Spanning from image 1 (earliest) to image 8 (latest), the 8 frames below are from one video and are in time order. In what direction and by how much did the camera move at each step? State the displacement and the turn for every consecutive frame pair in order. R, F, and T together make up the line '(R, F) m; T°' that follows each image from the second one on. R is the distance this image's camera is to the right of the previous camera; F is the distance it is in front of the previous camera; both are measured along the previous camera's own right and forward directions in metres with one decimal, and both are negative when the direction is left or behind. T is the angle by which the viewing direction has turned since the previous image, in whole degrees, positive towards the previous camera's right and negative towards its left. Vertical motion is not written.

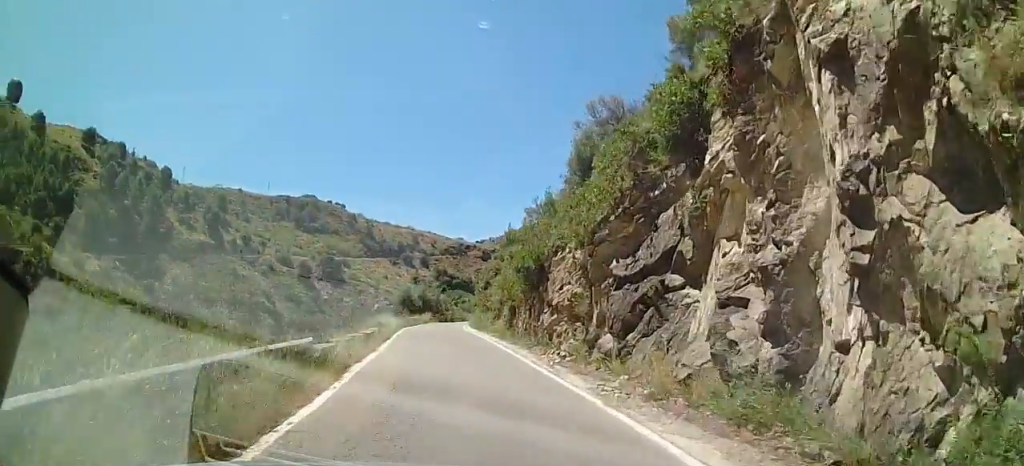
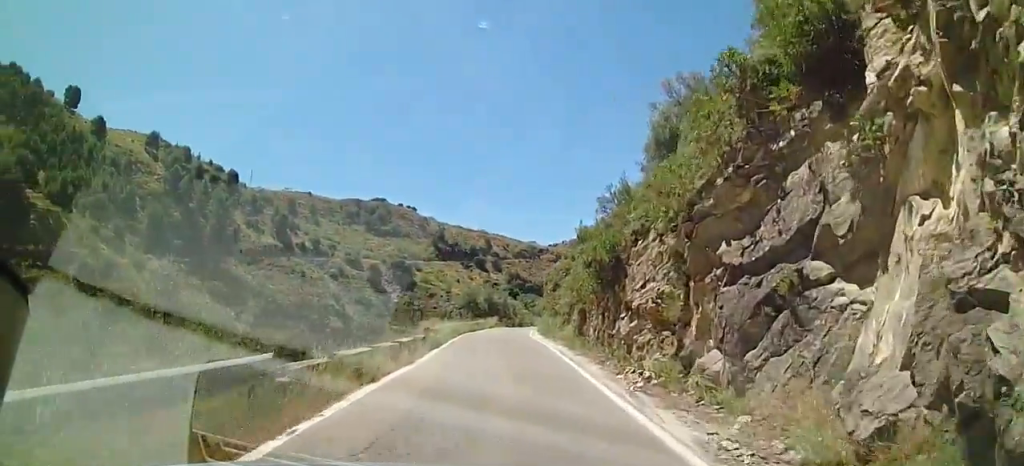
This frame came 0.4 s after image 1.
(+0.1, +3.4) m; -2°
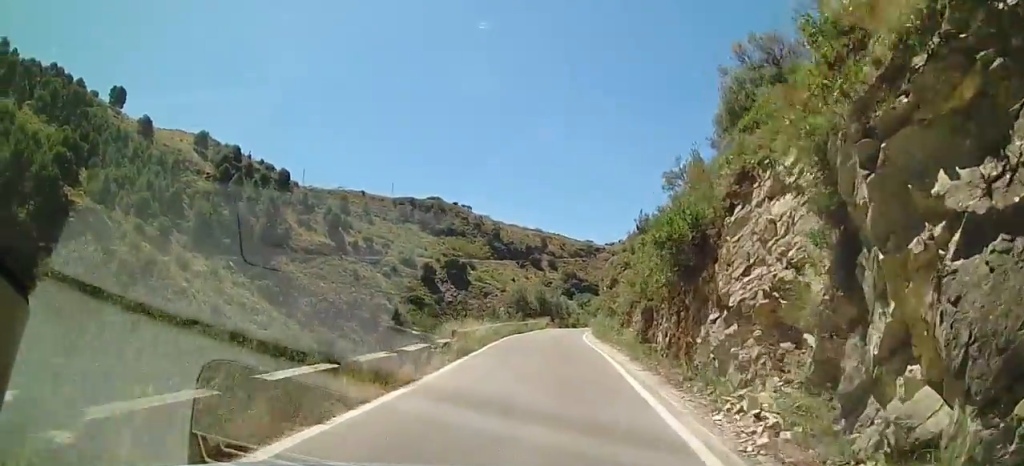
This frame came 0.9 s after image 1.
(0.0, +4.0) m; -3°
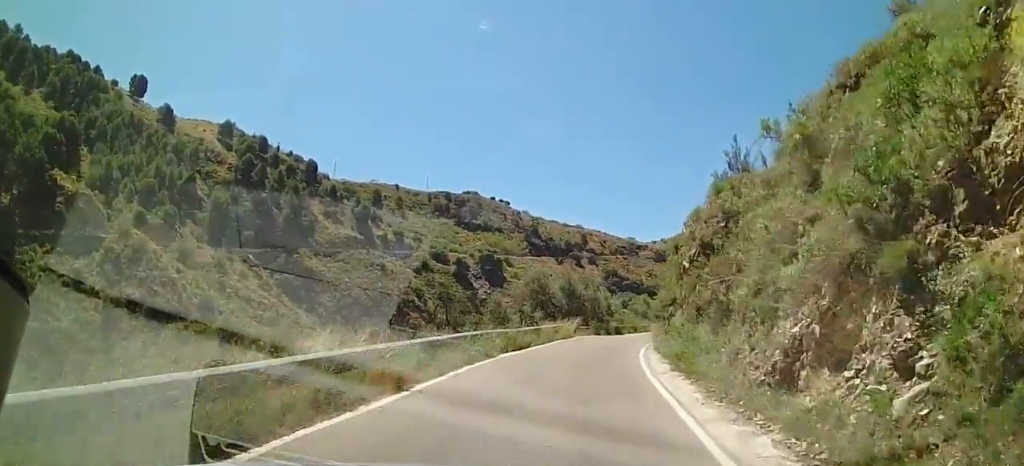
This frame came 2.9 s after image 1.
(-2.6, +16.1) m; -13°
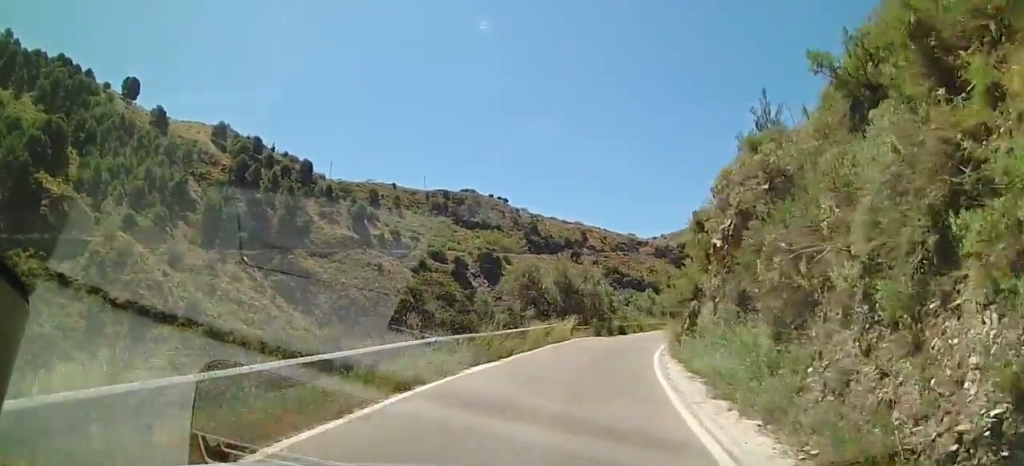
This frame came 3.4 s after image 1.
(0.0, +4.5) m; -1°
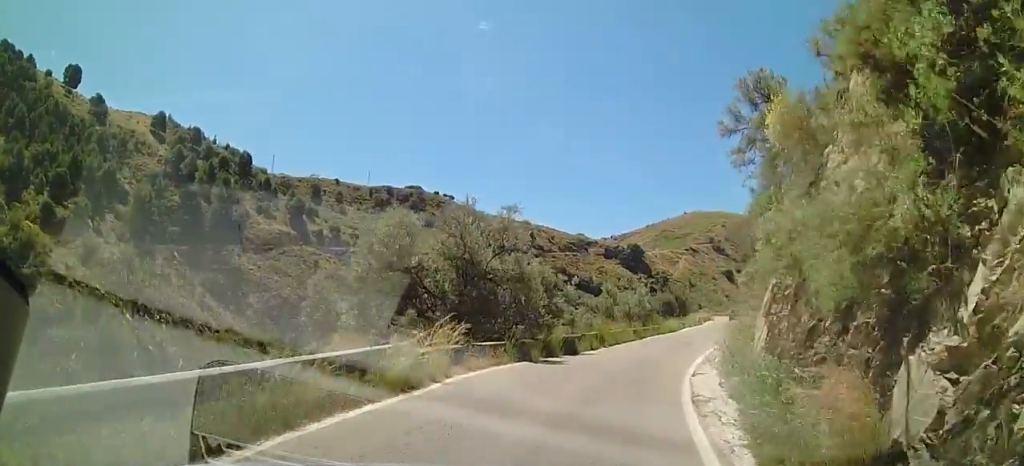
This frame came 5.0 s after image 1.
(0.0, +14.3) m; +5°
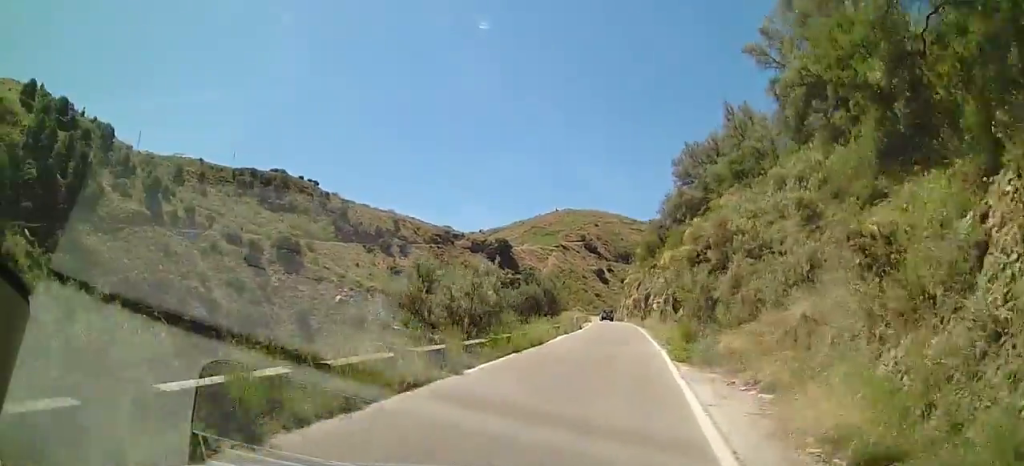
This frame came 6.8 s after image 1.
(+2.6, +17.2) m; +15°
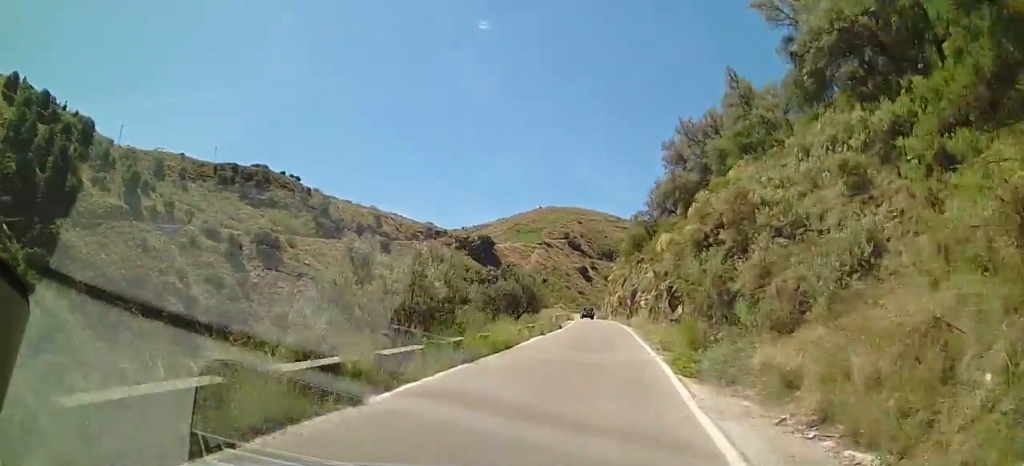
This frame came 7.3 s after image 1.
(+0.2, +4.2) m; +1°
